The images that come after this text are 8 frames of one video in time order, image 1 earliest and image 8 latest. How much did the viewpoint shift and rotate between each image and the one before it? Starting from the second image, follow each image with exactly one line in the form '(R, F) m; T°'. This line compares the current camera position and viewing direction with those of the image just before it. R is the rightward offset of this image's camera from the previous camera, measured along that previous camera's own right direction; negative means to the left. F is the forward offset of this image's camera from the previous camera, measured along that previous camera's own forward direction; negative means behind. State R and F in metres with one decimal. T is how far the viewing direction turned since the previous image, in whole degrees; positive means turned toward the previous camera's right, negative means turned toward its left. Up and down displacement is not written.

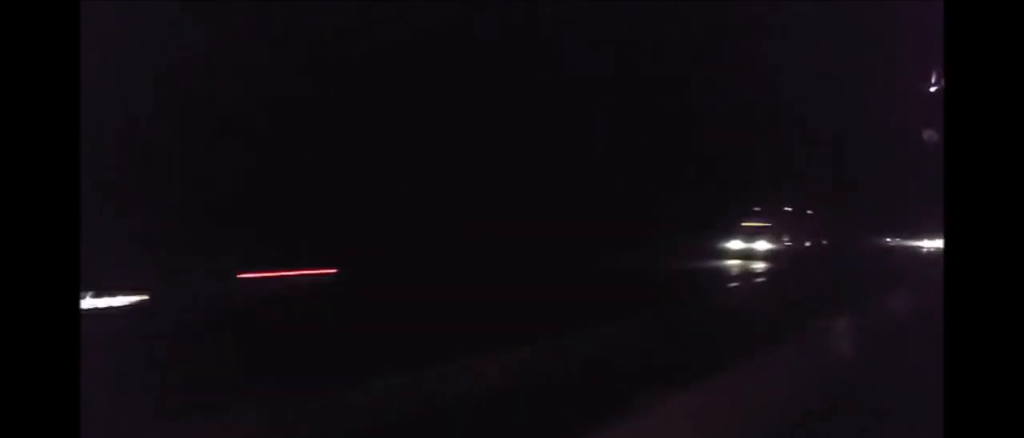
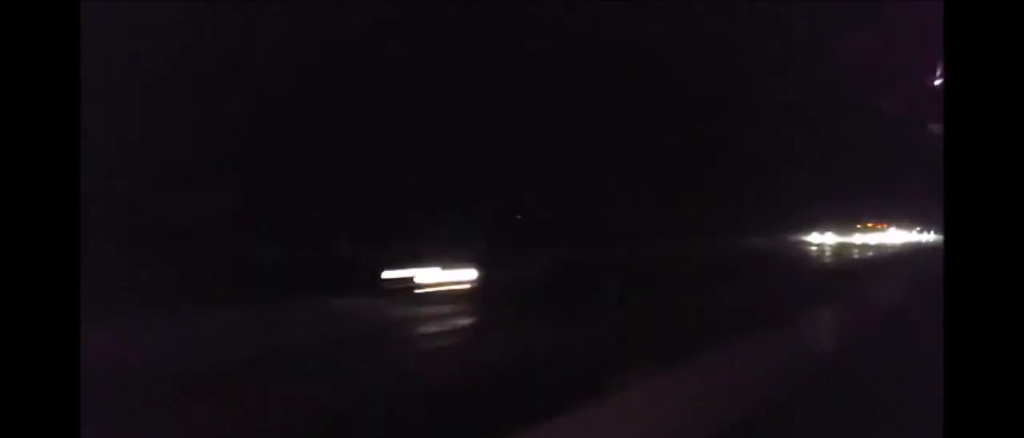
(-0.1, +71.5) m; -1°
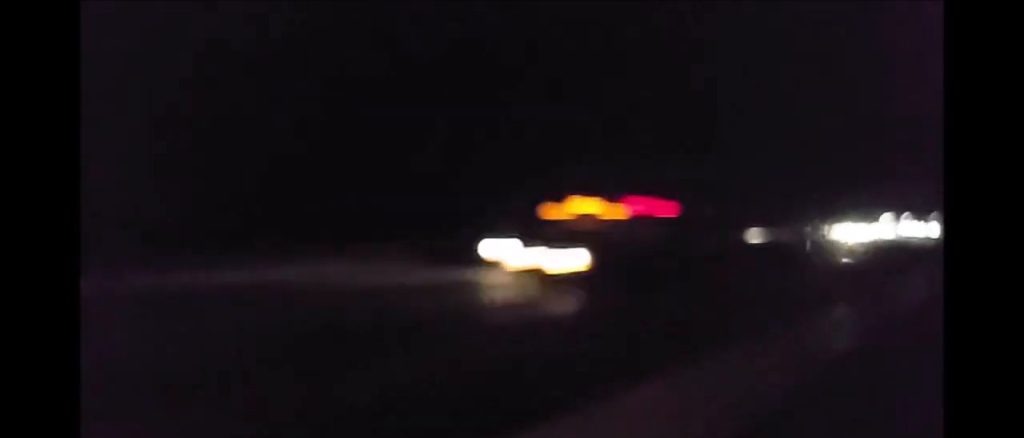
(-0.1, +33.7) m; +1°
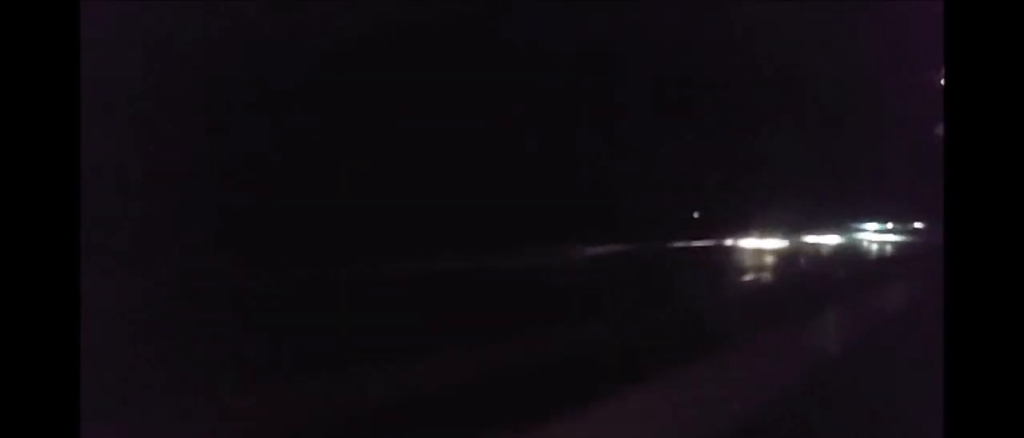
(+0.4, +17.5) m; 0°
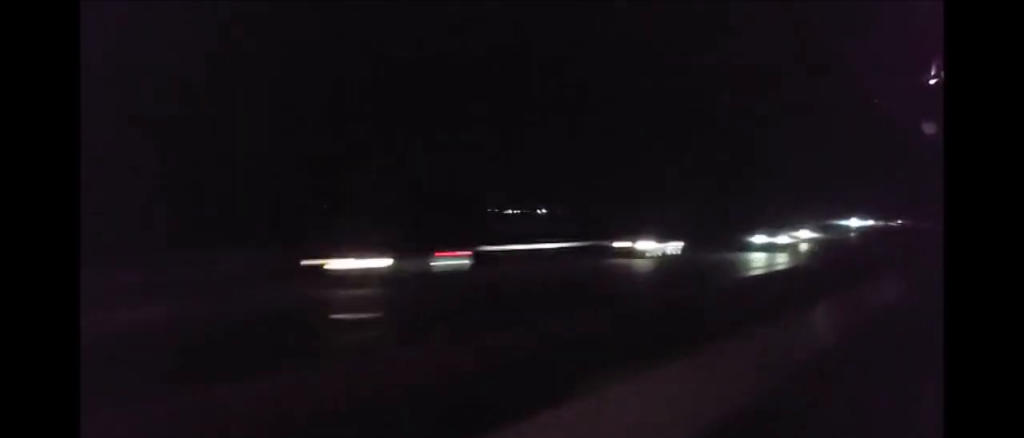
(-0.1, +21.9) m; 0°
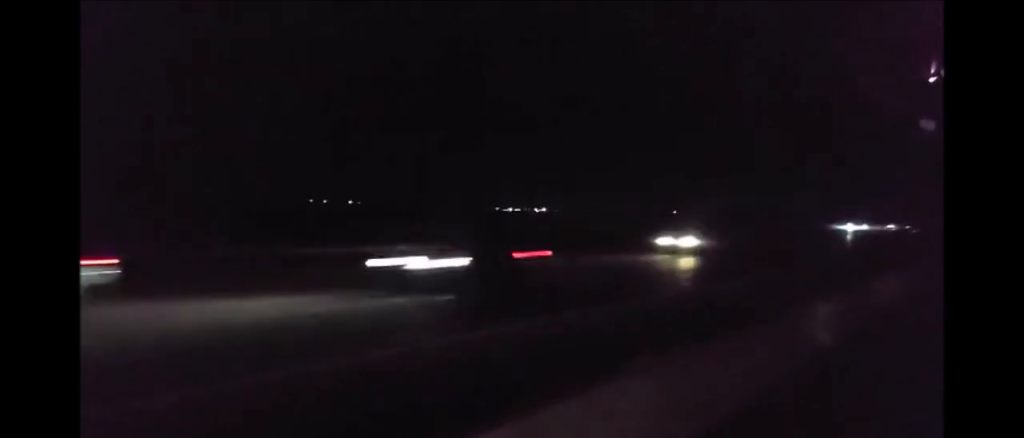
(-0.3, +16.5) m; 0°
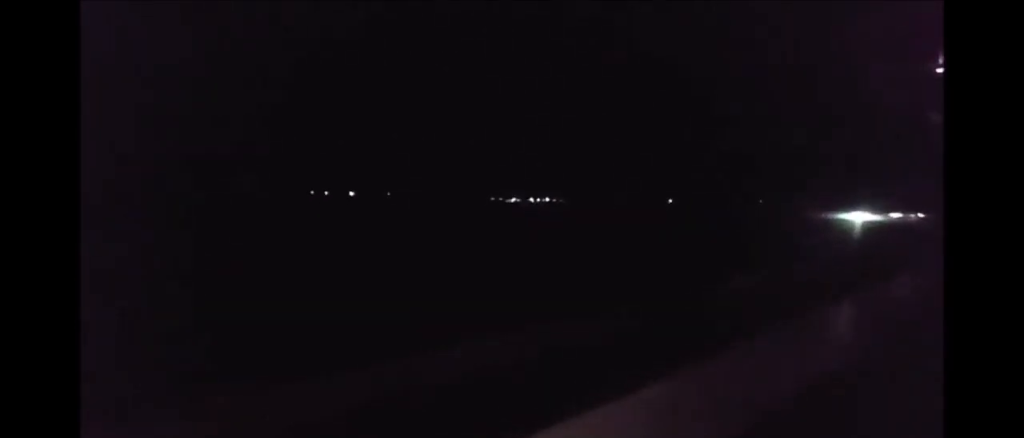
(+0.2, +45.2) m; 0°
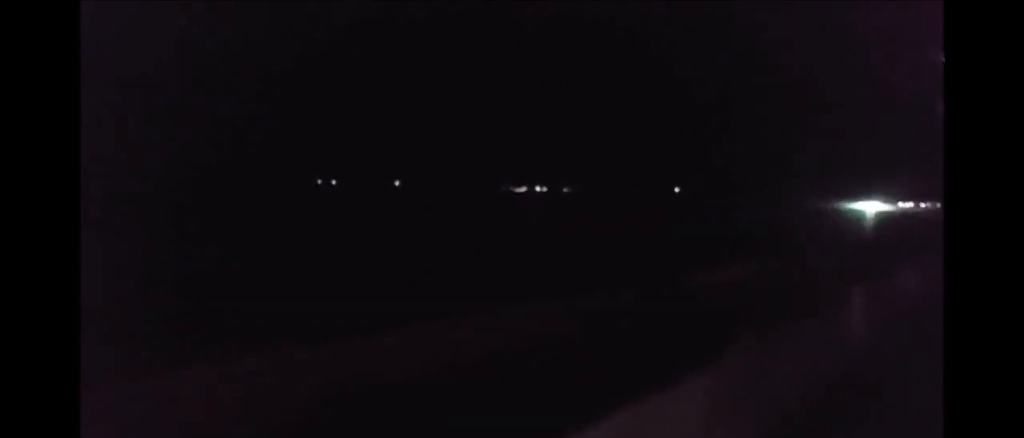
(-0.1, +22.1) m; 0°
